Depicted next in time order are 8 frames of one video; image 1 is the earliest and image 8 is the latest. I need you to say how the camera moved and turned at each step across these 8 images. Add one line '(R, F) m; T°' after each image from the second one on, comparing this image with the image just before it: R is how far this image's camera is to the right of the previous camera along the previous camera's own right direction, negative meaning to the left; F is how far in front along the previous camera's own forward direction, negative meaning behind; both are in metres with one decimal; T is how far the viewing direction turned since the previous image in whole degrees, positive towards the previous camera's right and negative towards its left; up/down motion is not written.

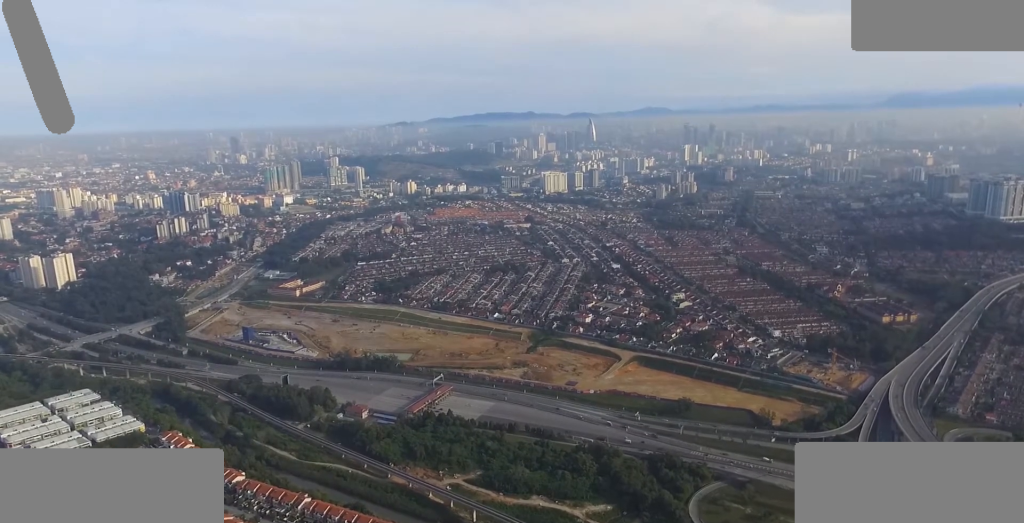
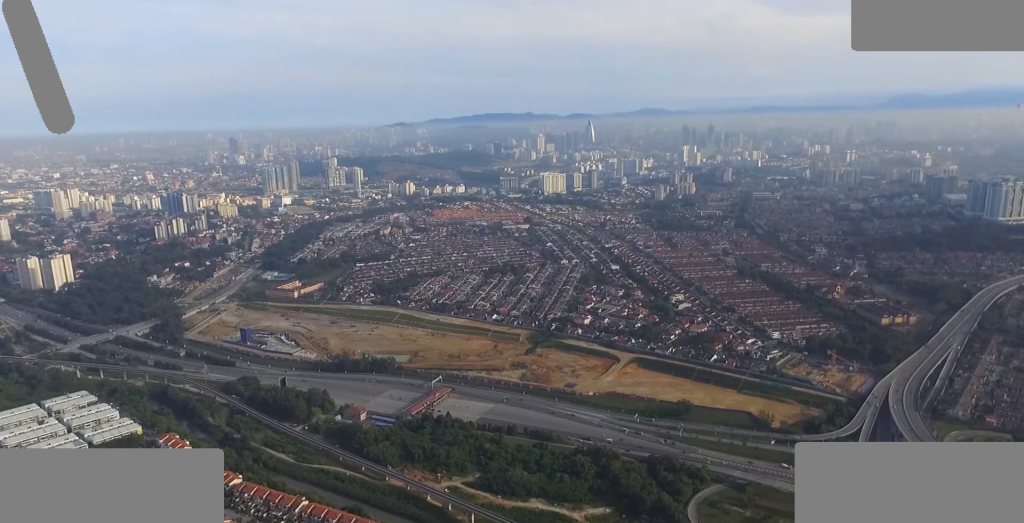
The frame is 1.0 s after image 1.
(0.0, +3.3) m; -1°
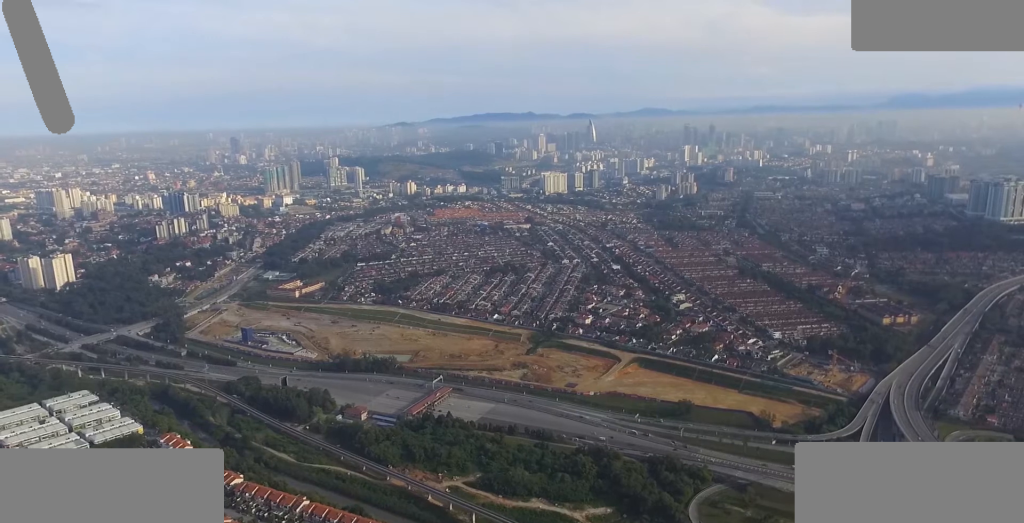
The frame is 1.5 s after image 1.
(0.0, +2.0) m; -1°
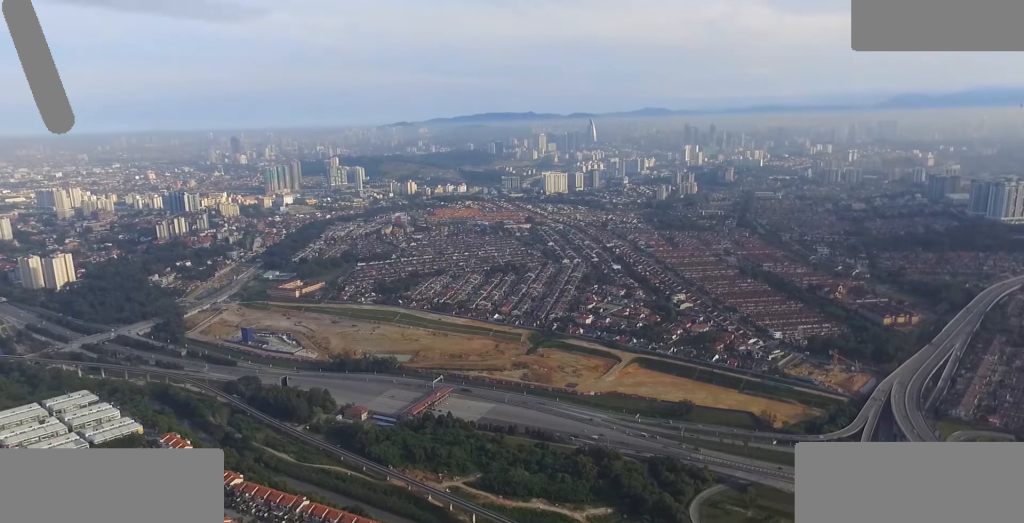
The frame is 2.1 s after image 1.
(0.0, +2.9) m; -1°
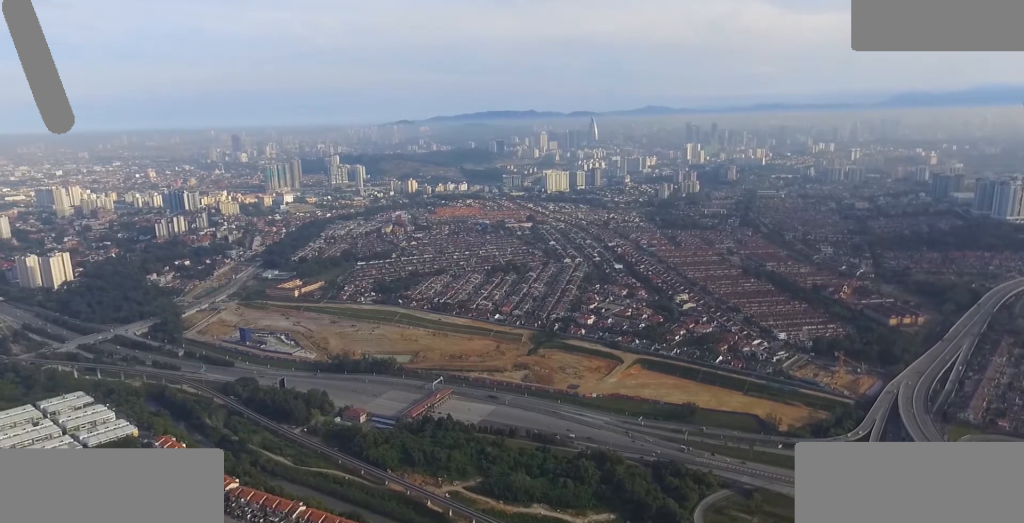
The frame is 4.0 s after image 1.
(-0.1, +15.2) m; 0°
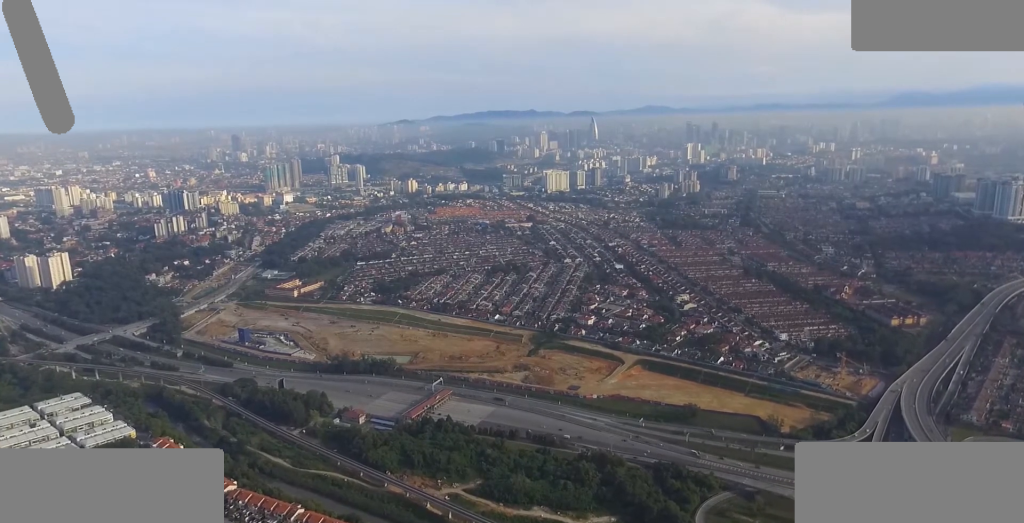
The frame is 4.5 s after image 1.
(0.0, +4.6) m; 0°
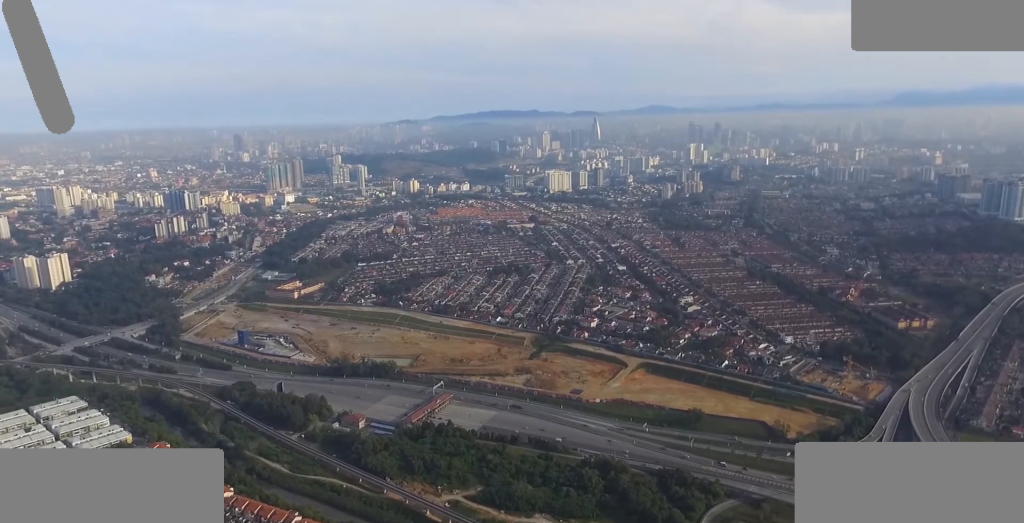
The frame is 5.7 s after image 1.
(0.0, +12.0) m; 0°
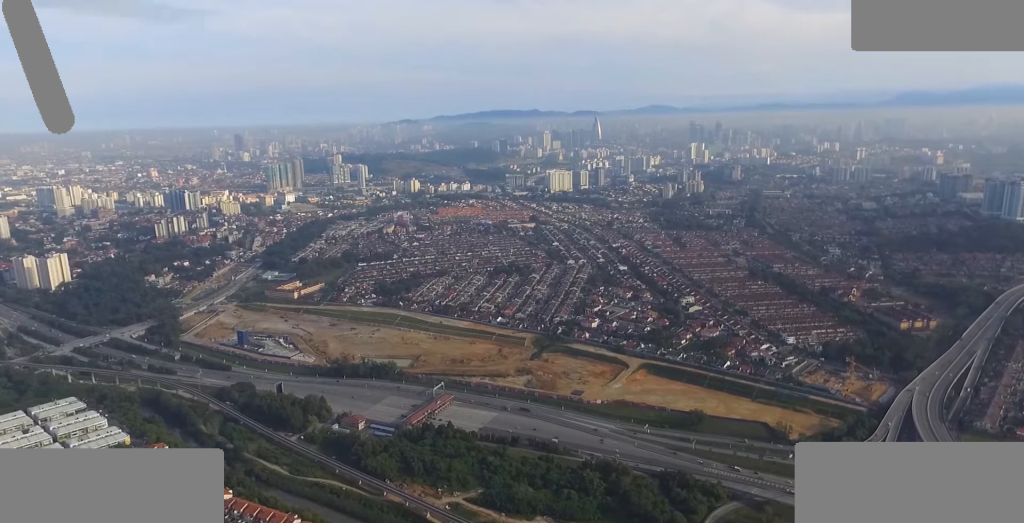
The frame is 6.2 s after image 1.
(0.0, +5.2) m; 0°
